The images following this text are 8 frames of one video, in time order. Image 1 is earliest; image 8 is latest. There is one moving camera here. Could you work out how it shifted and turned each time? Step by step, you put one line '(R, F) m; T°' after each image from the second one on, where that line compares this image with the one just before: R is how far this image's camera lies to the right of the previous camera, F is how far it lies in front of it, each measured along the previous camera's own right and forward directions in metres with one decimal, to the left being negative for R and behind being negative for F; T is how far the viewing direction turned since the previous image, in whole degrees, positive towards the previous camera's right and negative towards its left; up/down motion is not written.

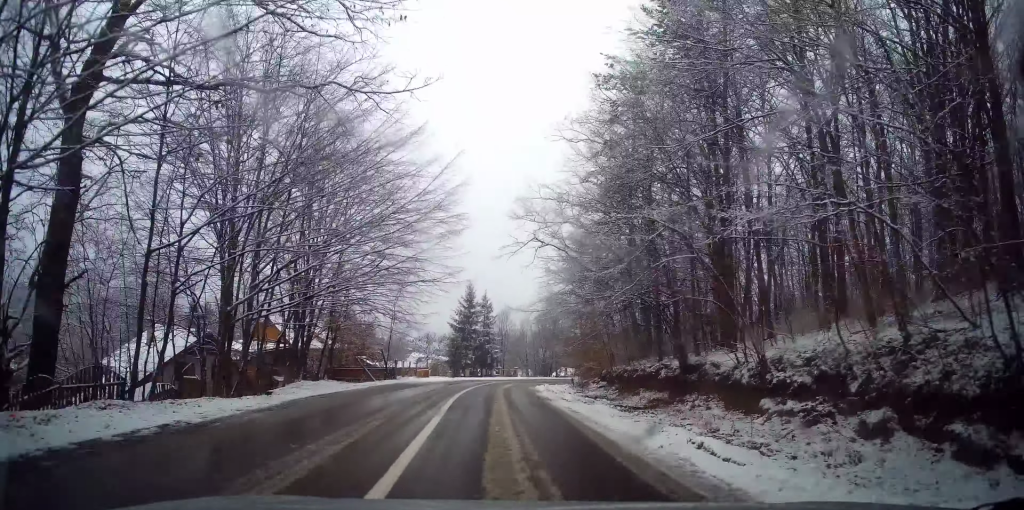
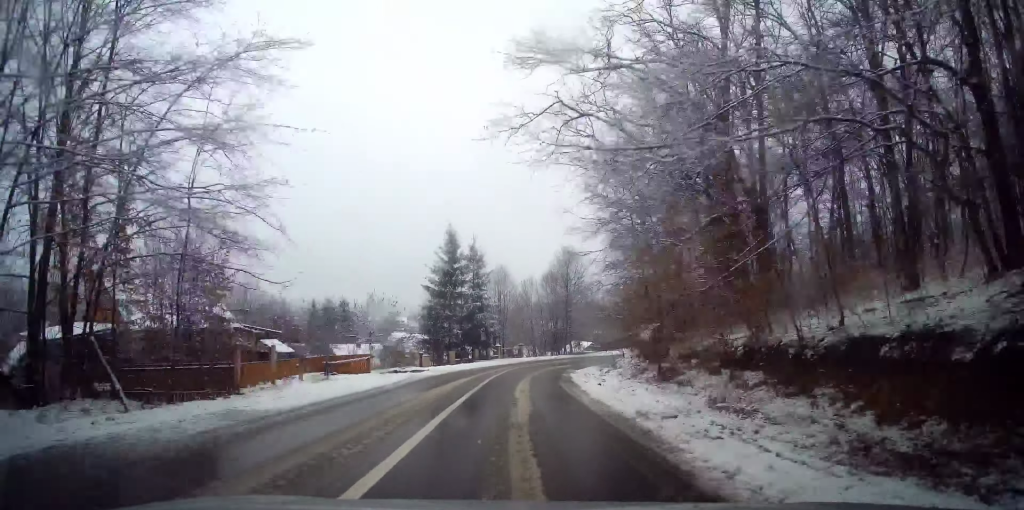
(-0.8, +20.9) m; -3°
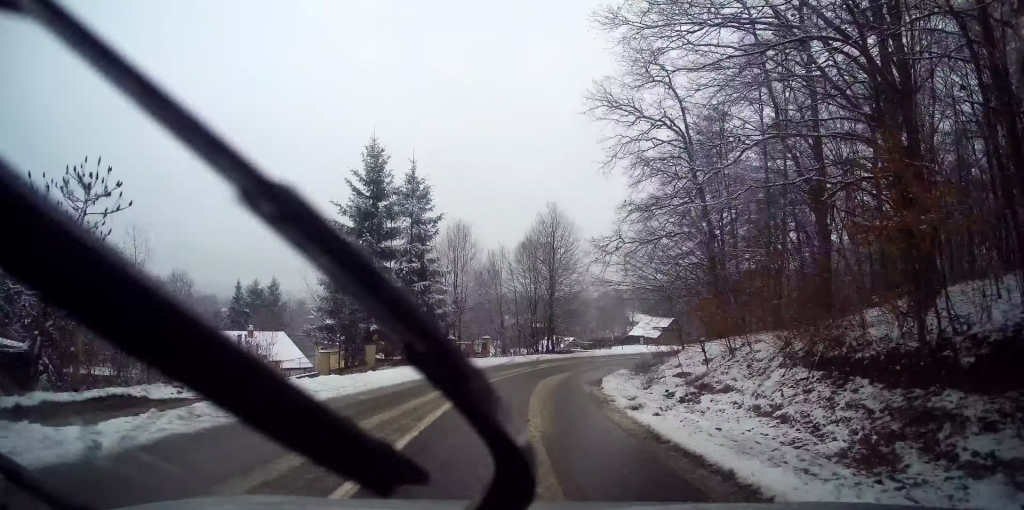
(+0.2, +18.5) m; +6°
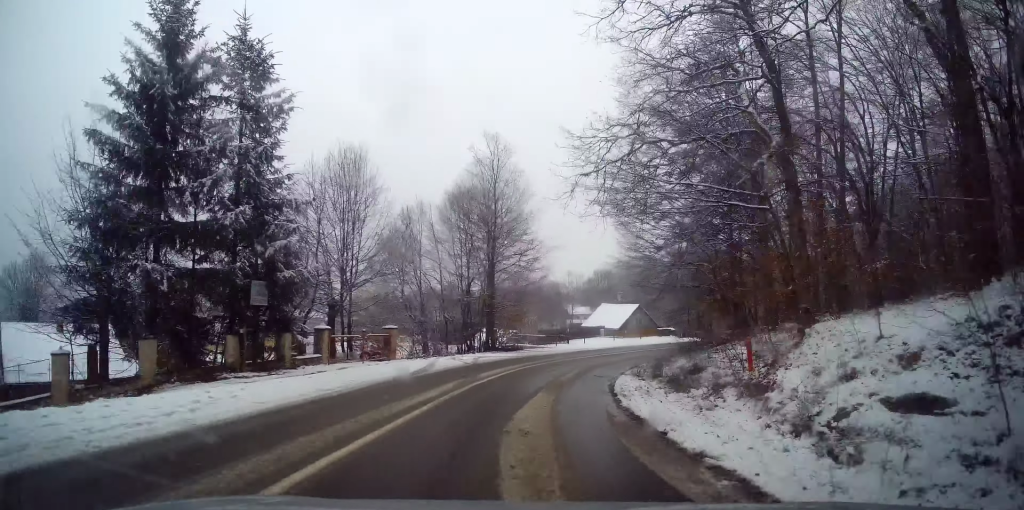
(+1.0, +13.6) m; +9°
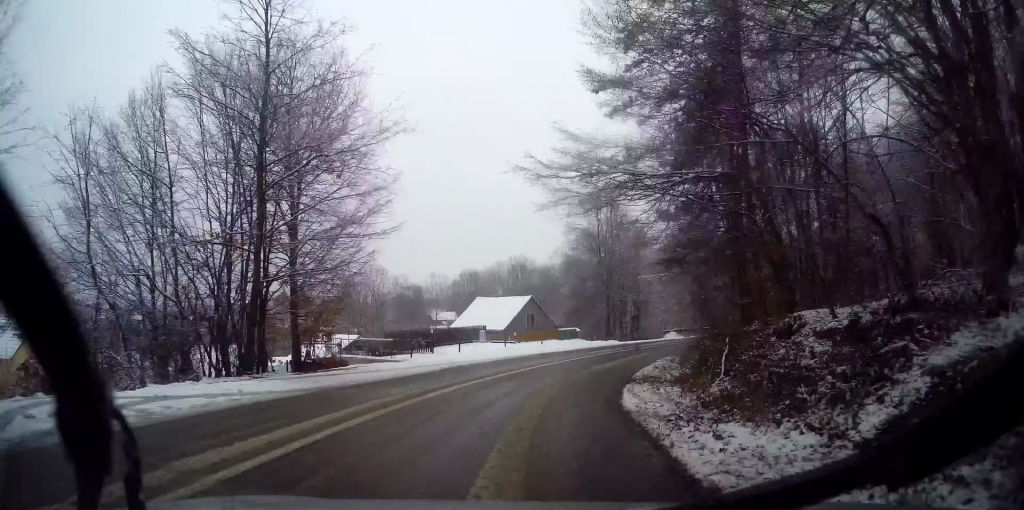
(+1.9, +17.2) m; +14°
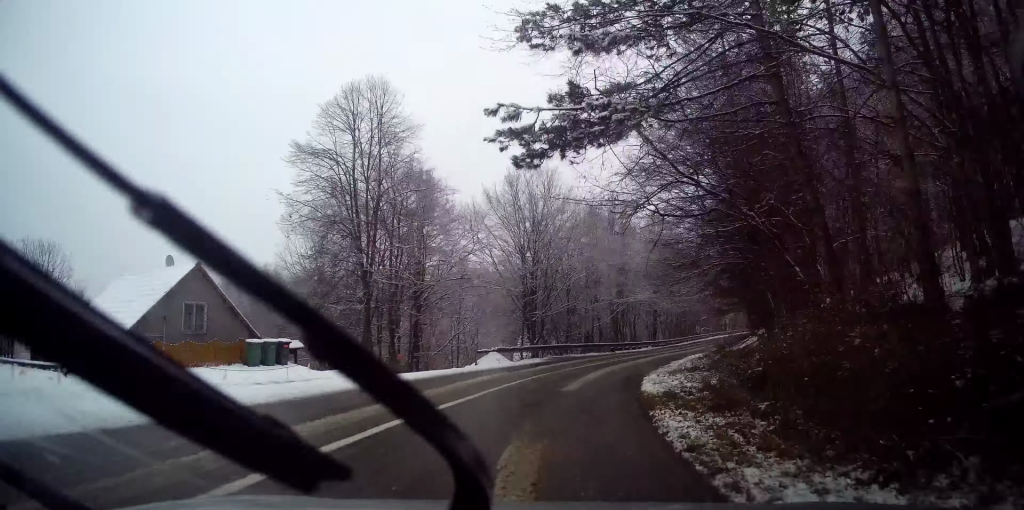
(+5.5, +23.9) m; +29°
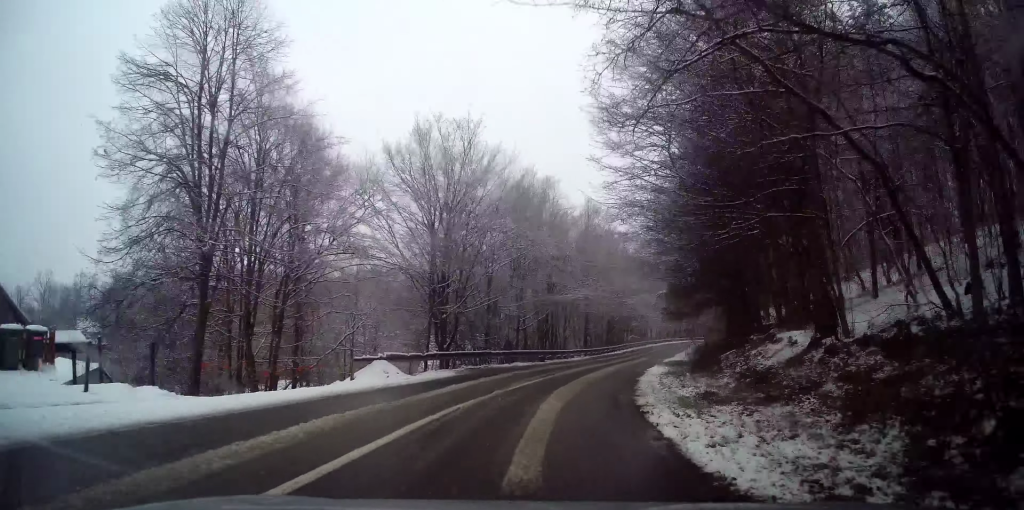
(+0.9, +8.5) m; +9°
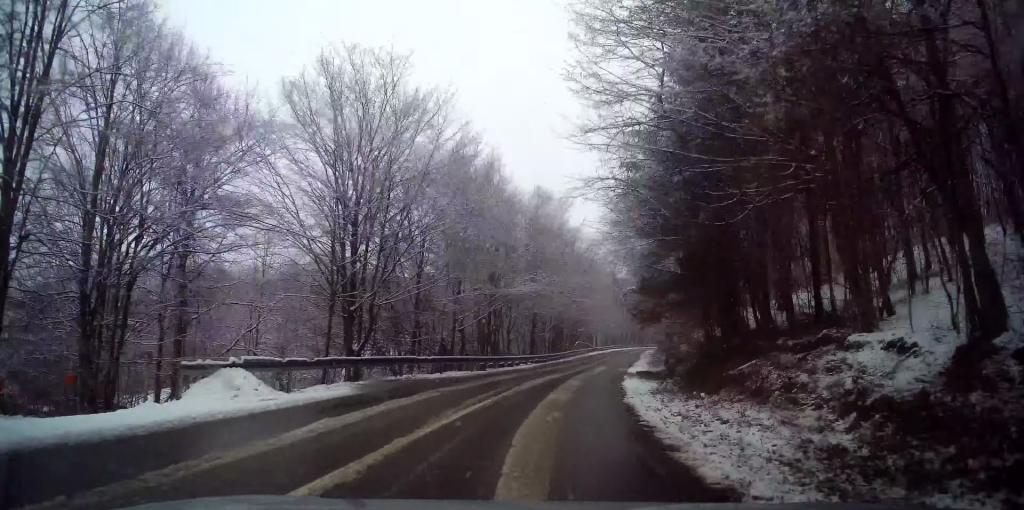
(+0.4, +6.7) m; +5°
